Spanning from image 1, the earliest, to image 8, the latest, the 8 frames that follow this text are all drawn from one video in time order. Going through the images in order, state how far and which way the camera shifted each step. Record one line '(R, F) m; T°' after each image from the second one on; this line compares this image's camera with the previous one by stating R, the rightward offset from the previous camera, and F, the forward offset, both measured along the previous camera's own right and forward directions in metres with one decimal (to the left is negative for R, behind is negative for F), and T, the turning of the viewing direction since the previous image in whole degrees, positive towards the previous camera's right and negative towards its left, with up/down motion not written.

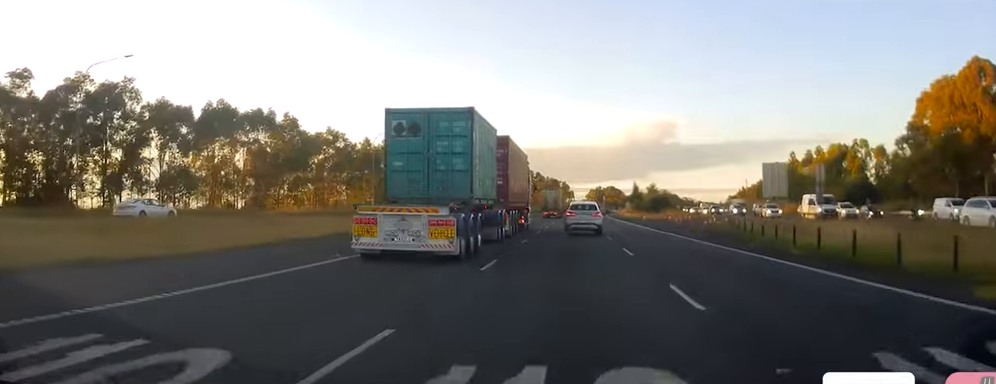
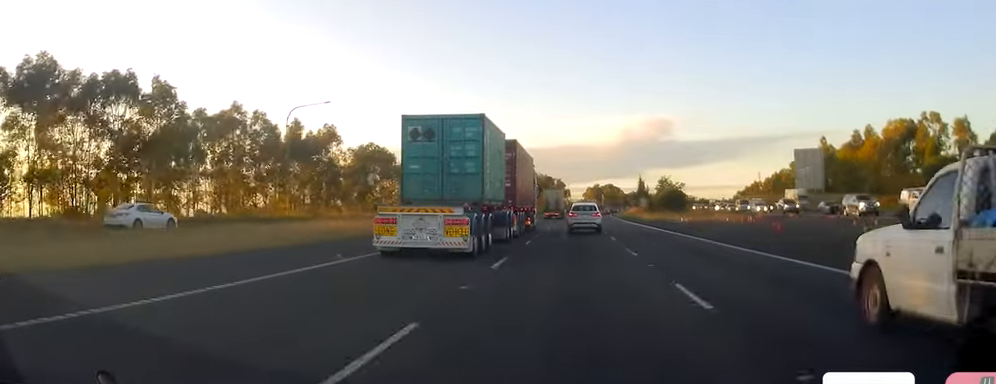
(-0.7, +33.1) m; 0°
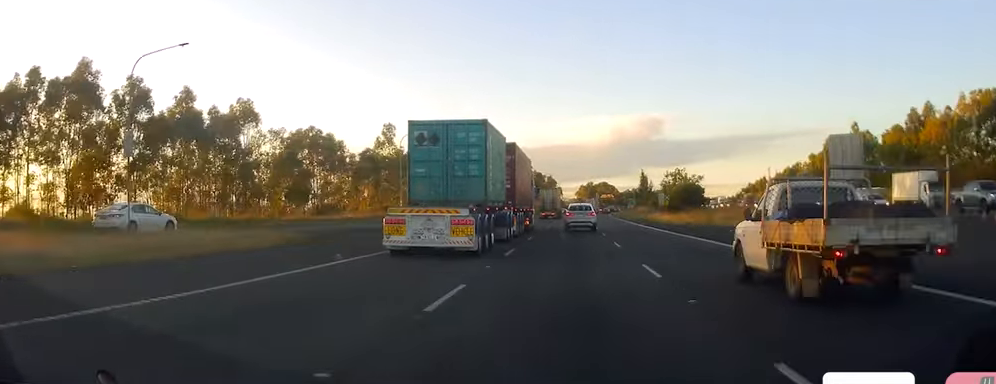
(+0.8, +28.8) m; +2°
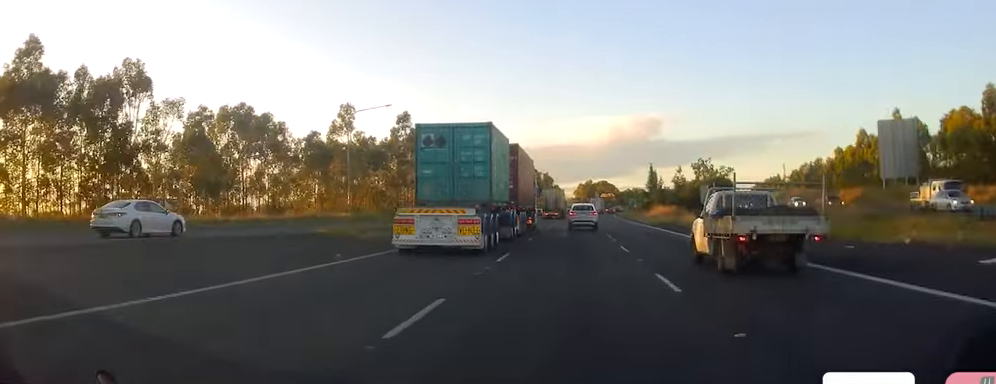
(+0.1, +24.4) m; 0°
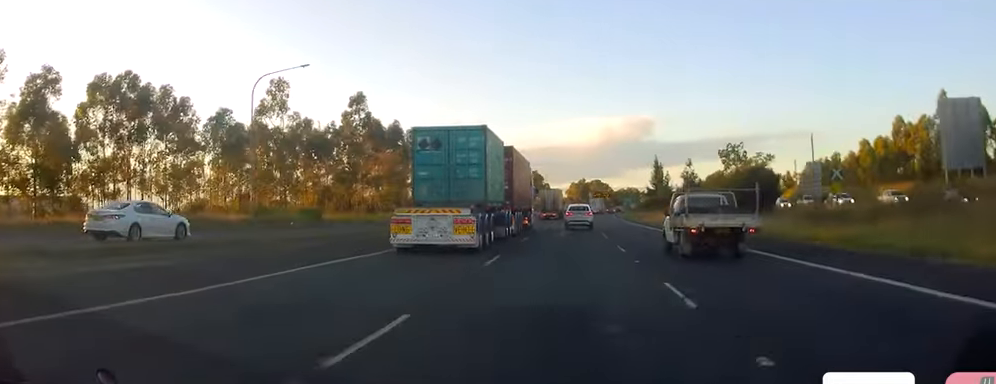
(0.0, +23.7) m; +1°
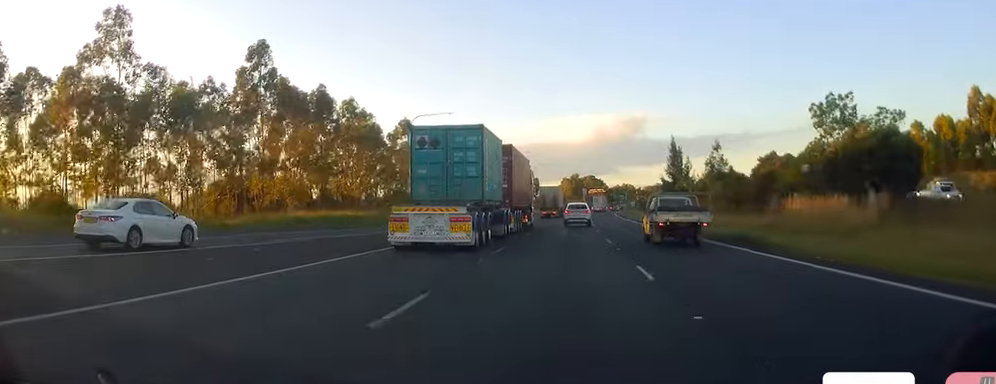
(+0.3, +33.1) m; -1°
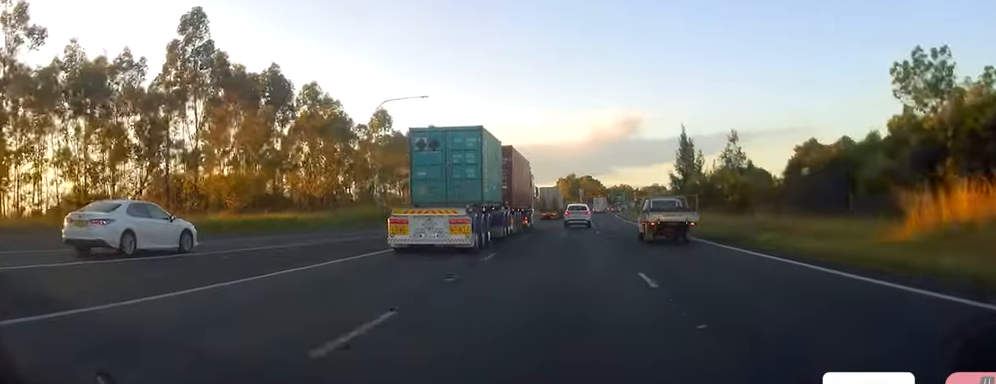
(-0.7, +13.4) m; 0°
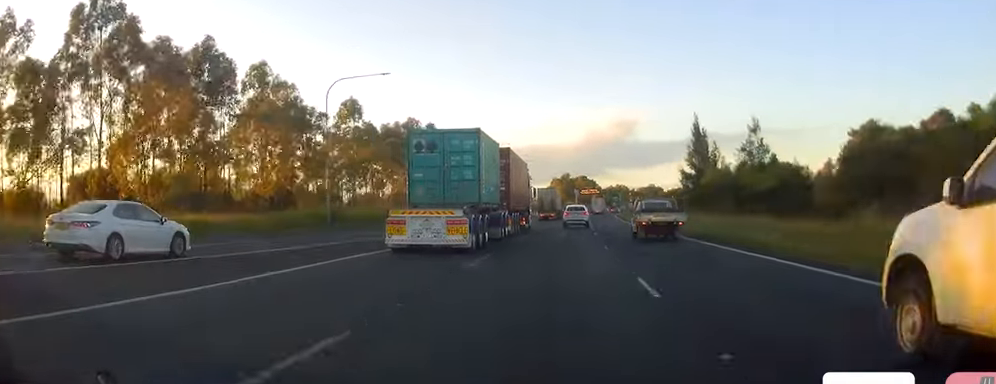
(+0.1, +13.4) m; +1°
